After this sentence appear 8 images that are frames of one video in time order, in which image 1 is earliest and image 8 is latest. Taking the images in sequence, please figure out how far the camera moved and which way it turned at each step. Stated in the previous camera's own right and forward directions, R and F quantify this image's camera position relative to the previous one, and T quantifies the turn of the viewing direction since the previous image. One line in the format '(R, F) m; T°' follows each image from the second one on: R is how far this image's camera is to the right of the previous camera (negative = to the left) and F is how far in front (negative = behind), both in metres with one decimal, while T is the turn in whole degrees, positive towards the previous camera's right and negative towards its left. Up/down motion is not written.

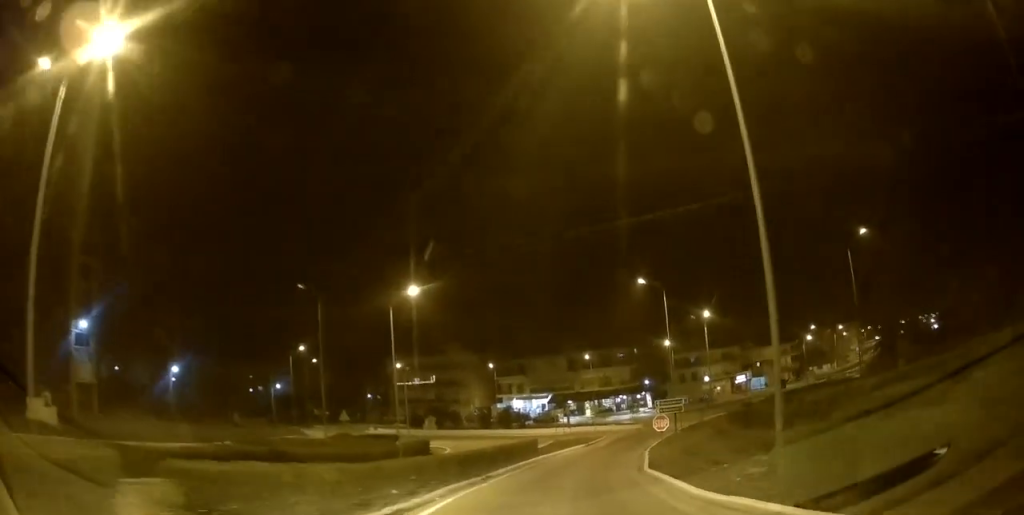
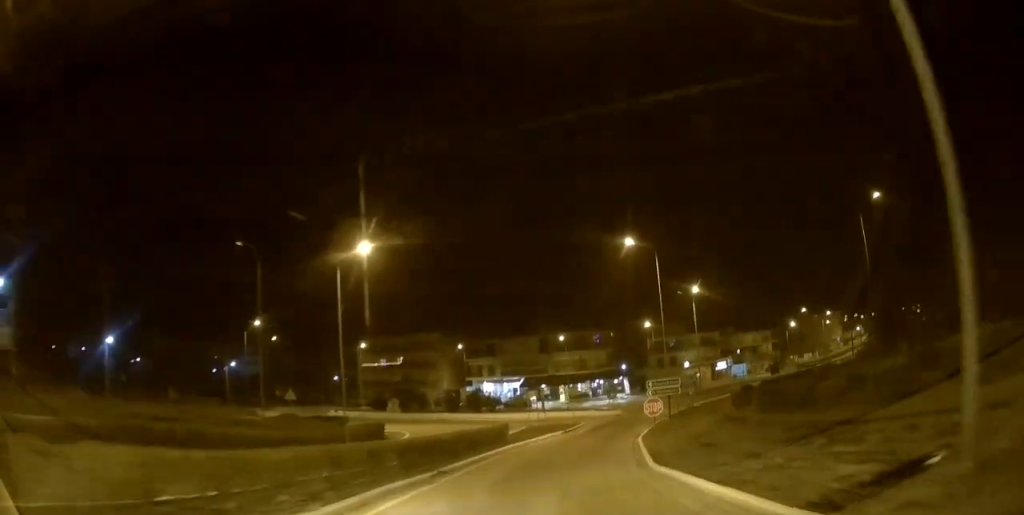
(+0.2, +4.9) m; +2°
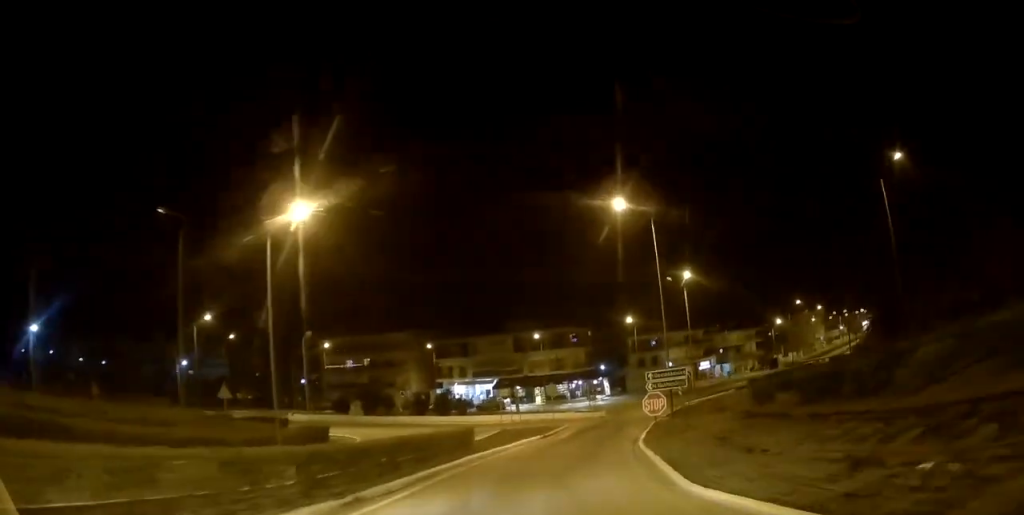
(+0.1, +5.4) m; +3°
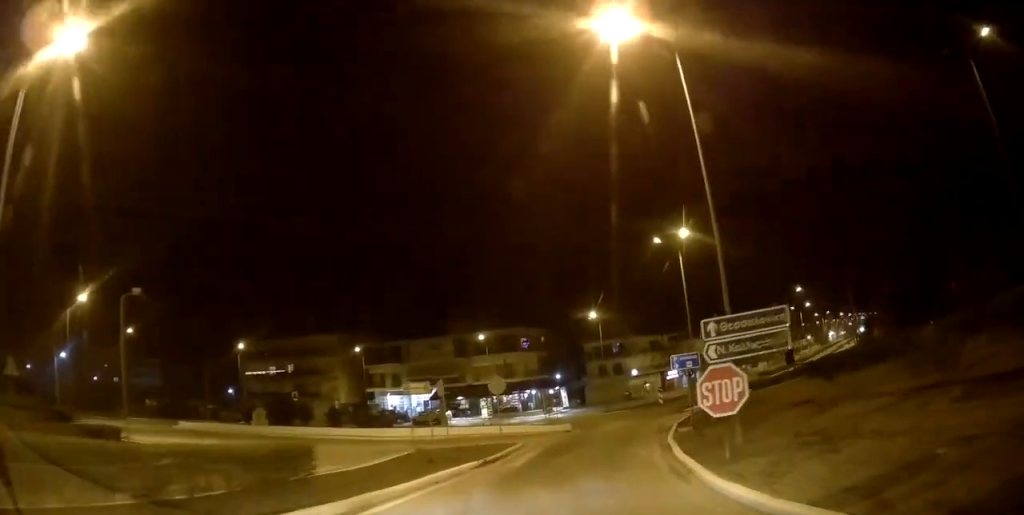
(+0.7, +11.8) m; +6°
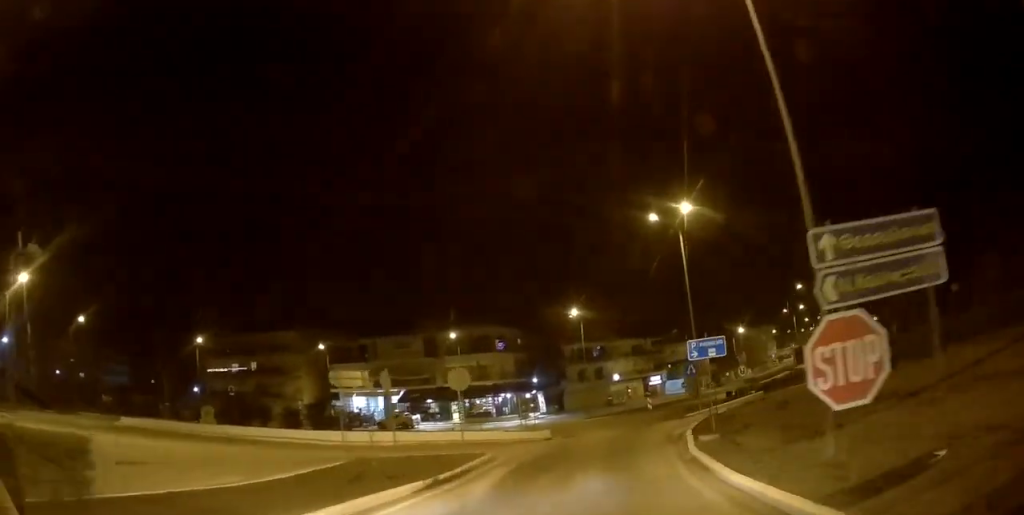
(+0.2, +4.7) m; +1°
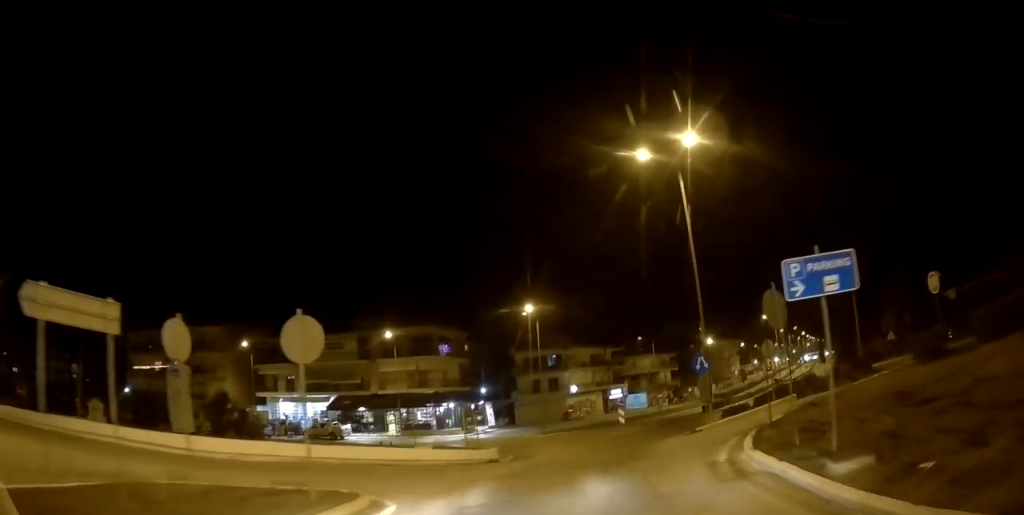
(0.0, +8.1) m; 0°
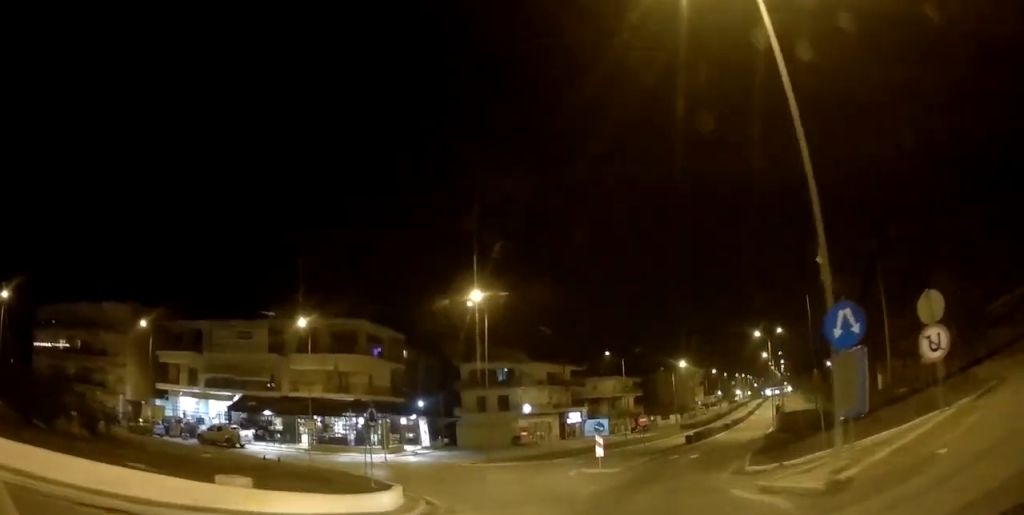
(+0.4, +11.0) m; +5°
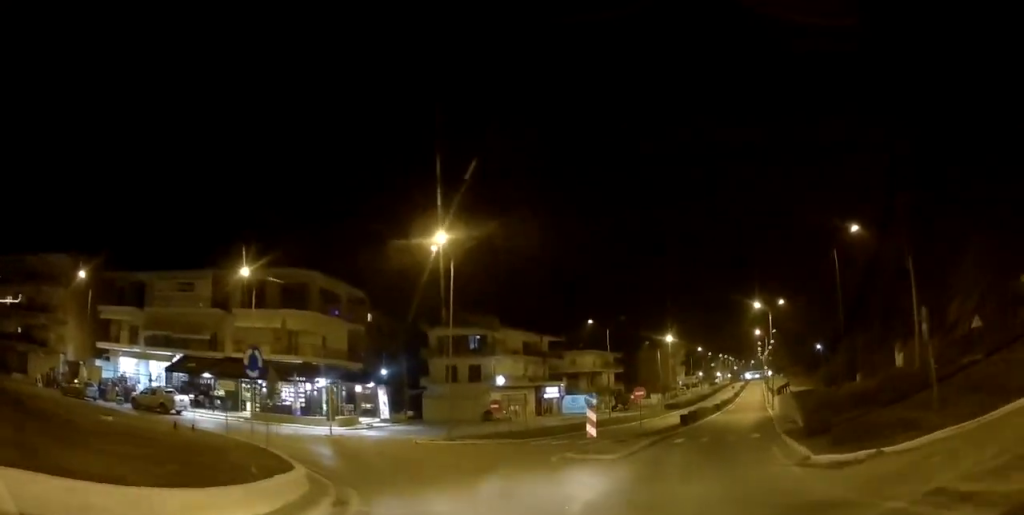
(+0.2, +6.3) m; -2°
